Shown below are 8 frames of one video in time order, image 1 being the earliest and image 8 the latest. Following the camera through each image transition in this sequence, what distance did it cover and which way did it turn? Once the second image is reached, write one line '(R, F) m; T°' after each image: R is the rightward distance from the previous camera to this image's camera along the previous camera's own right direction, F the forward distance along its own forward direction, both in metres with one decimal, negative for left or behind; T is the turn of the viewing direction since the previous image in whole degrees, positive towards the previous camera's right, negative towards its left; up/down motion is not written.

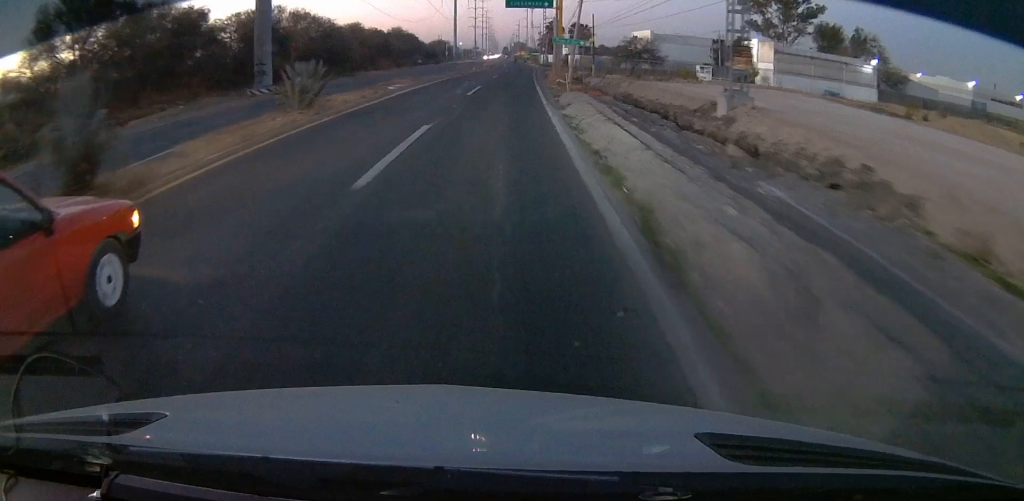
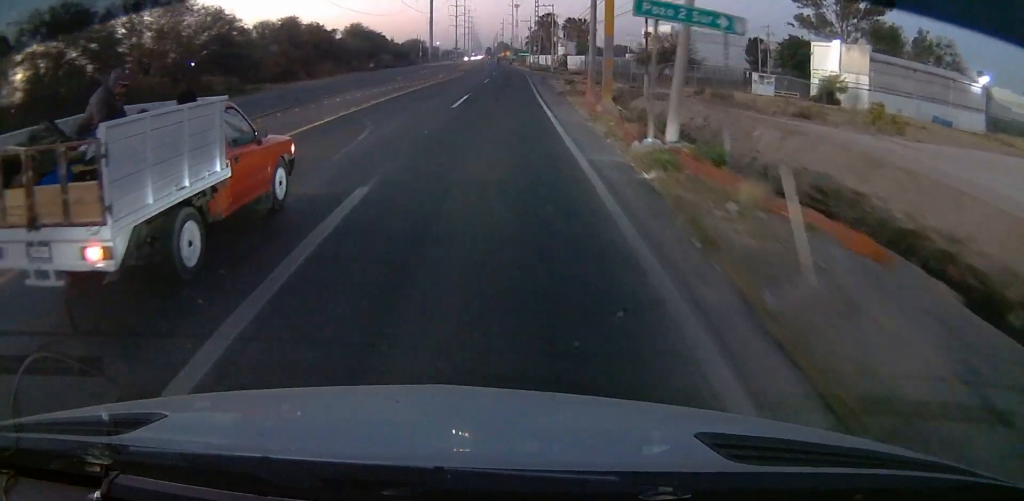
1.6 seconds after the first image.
(+0.8, +29.3) m; +3°
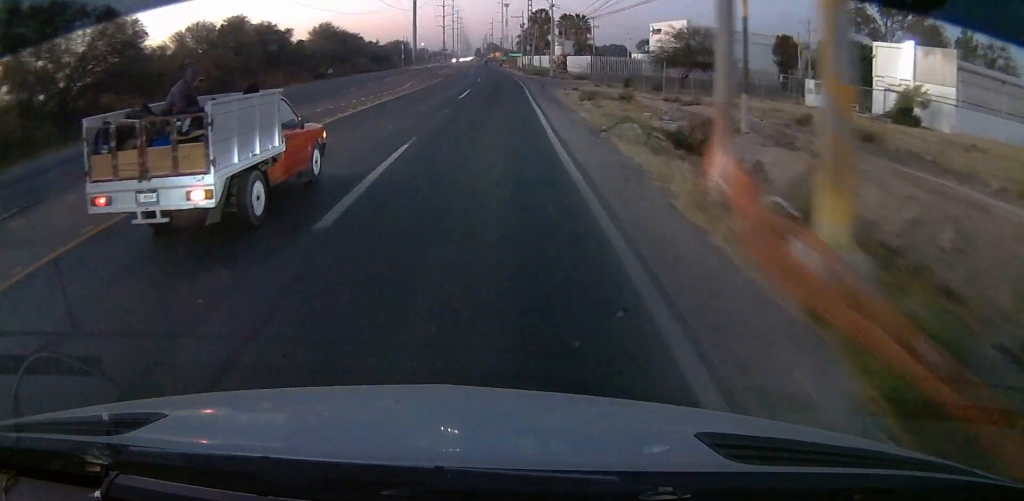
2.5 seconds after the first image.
(0.0, +15.9) m; +1°
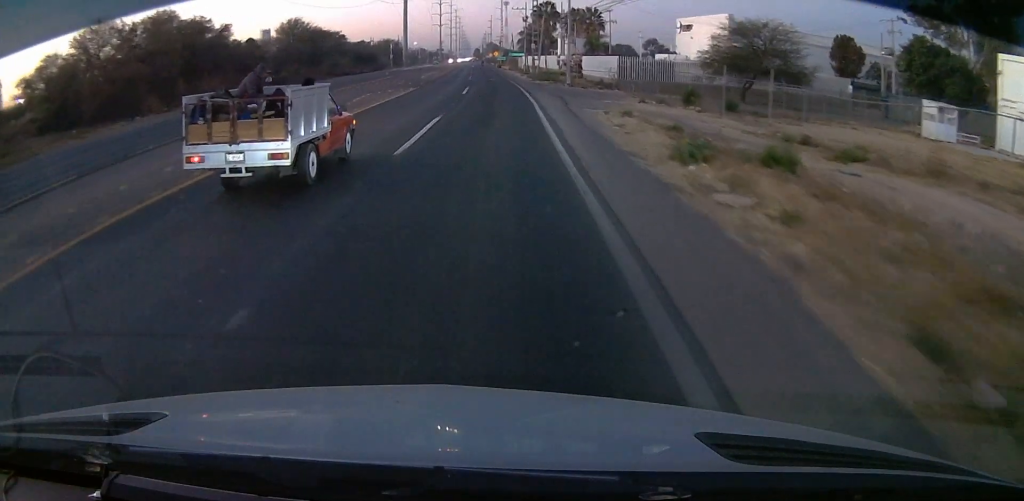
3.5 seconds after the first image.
(+0.4, +18.1) m; 0°
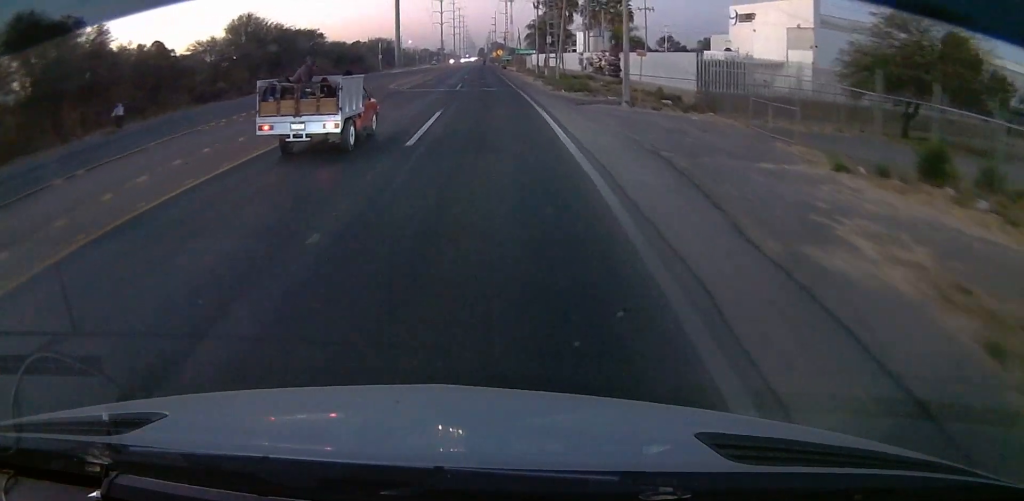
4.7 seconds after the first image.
(-0.2, +21.7) m; 0°
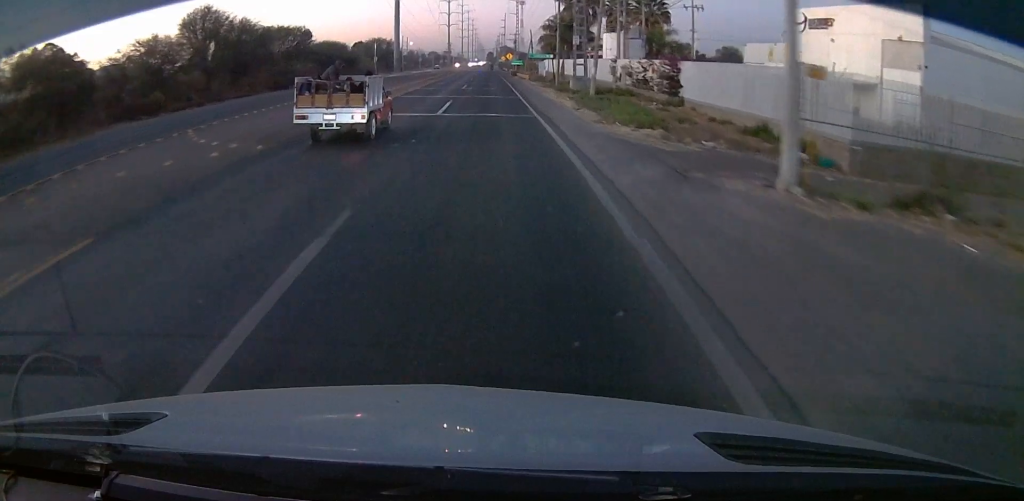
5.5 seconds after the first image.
(+0.2, +15.6) m; 0°
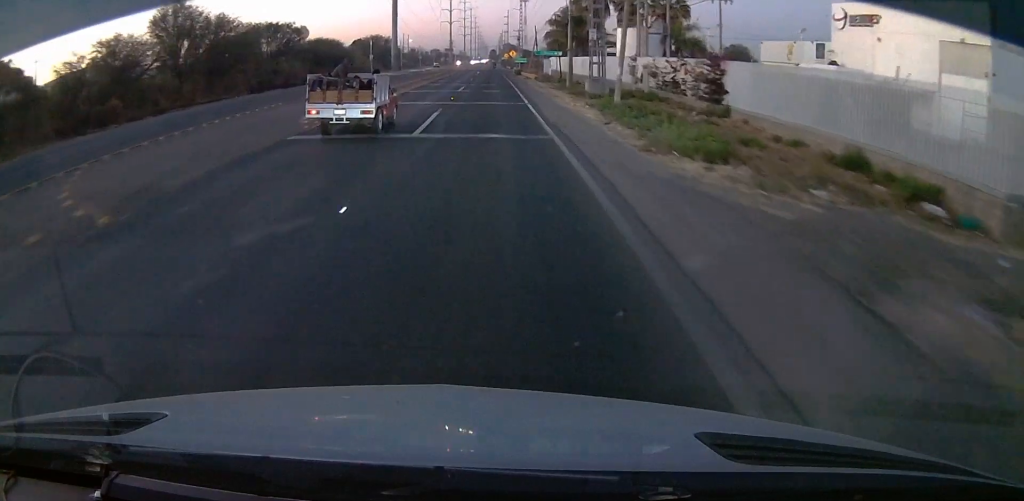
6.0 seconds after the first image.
(-0.2, +7.2) m; 0°
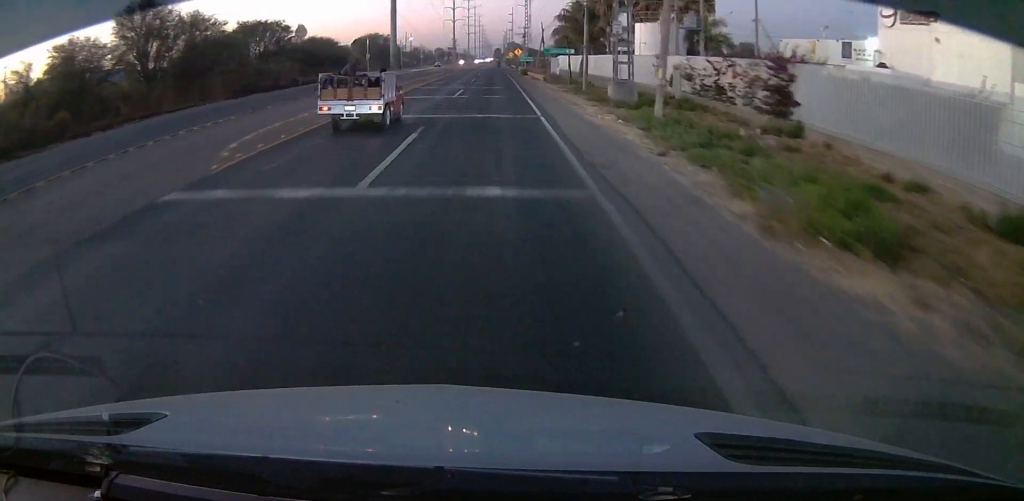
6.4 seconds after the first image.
(-0.2, +7.2) m; 0°
